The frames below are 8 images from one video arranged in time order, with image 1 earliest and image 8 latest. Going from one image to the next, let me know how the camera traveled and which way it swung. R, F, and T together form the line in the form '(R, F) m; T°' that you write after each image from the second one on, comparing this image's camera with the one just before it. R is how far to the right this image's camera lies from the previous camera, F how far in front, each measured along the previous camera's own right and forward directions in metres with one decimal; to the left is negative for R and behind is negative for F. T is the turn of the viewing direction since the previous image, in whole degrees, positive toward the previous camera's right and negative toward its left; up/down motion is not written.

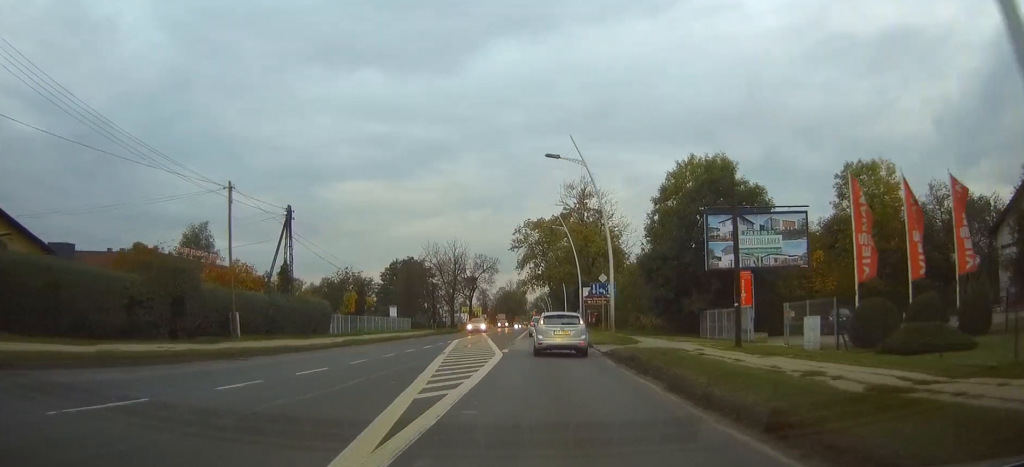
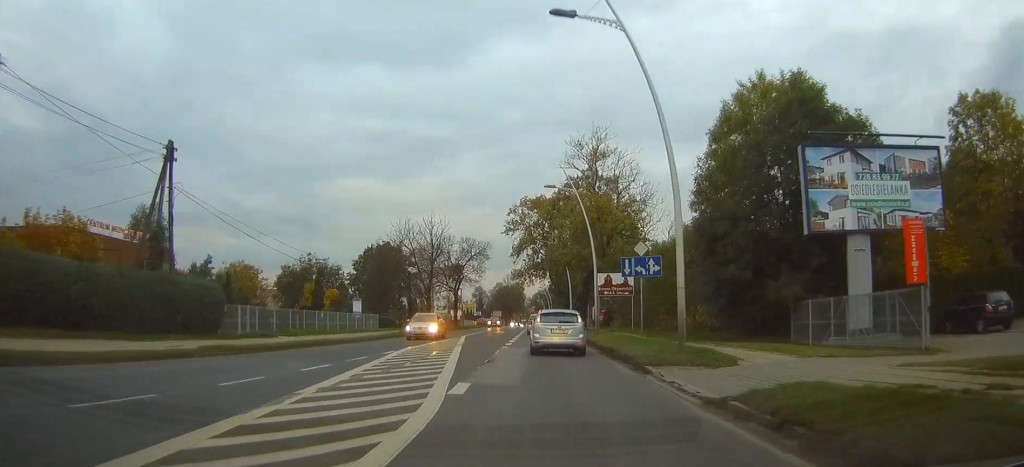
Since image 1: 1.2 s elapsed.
(+0.1, +15.3) m; +1°
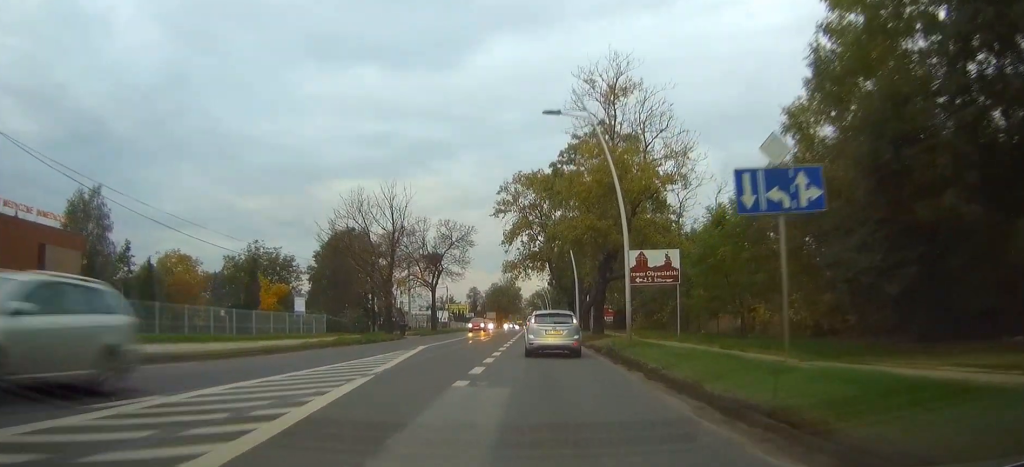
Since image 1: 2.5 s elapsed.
(+0.2, +15.2) m; 0°
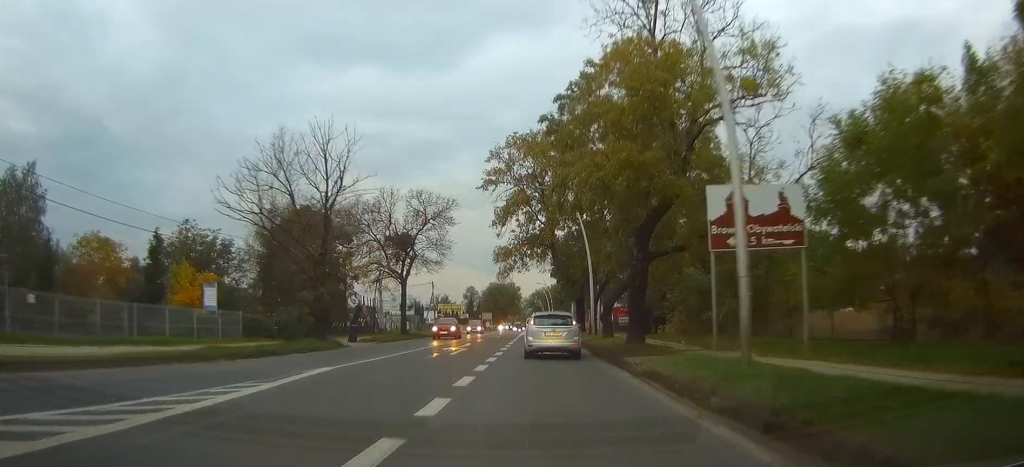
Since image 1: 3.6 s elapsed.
(0.0, +14.1) m; 0°
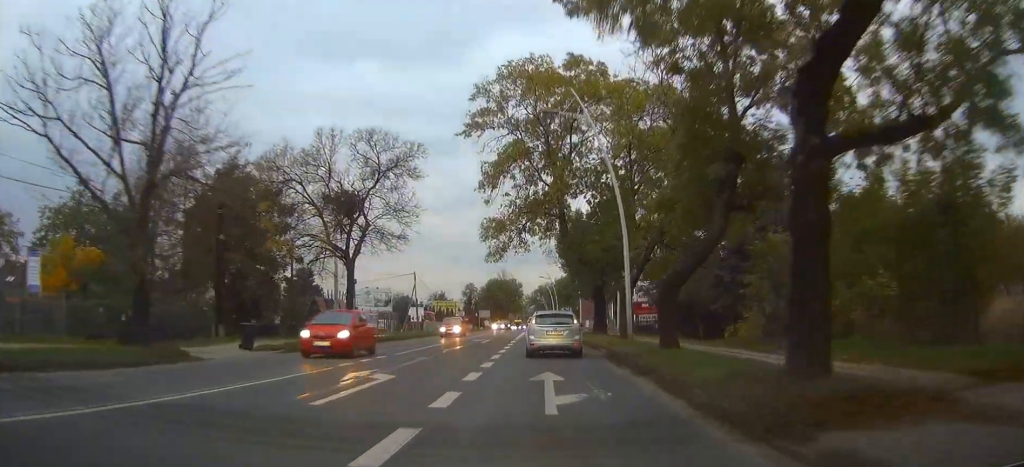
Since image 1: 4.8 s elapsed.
(0.0, +14.4) m; 0°
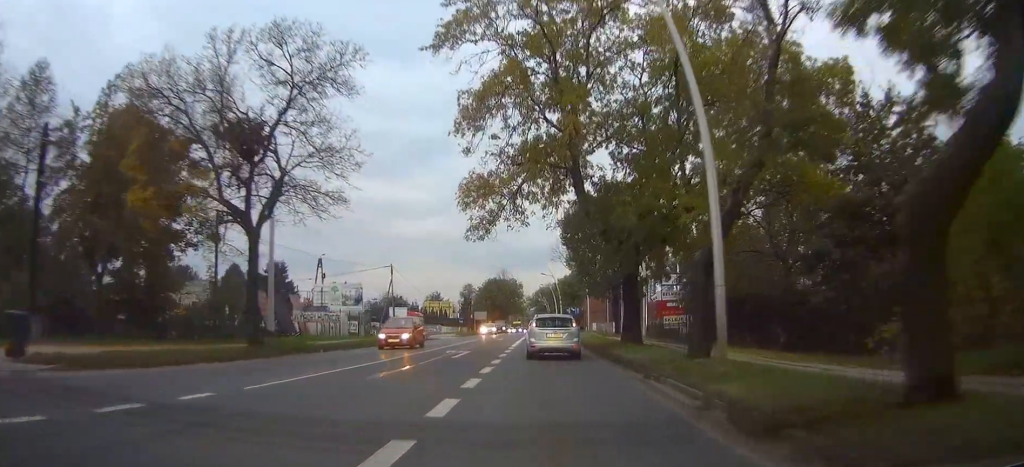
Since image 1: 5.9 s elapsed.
(+0.1, +12.7) m; 0°
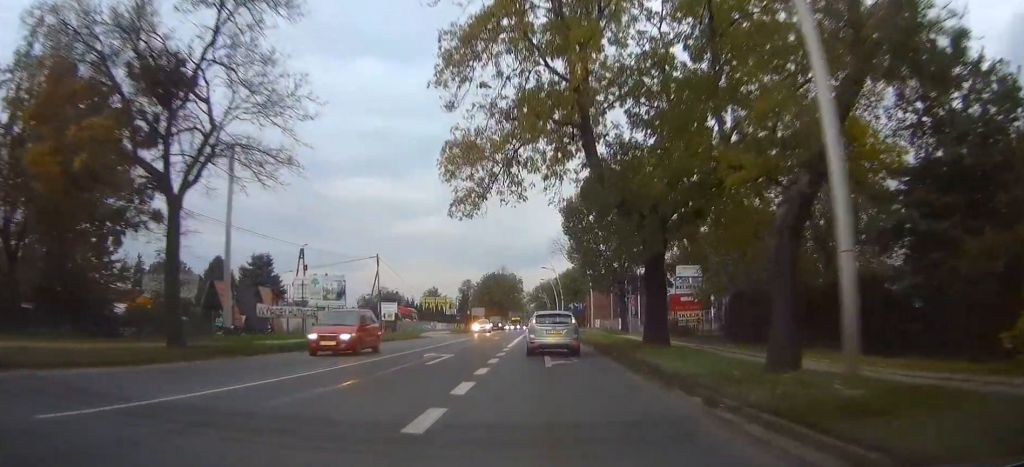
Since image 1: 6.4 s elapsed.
(0.0, +5.6) m; 0°
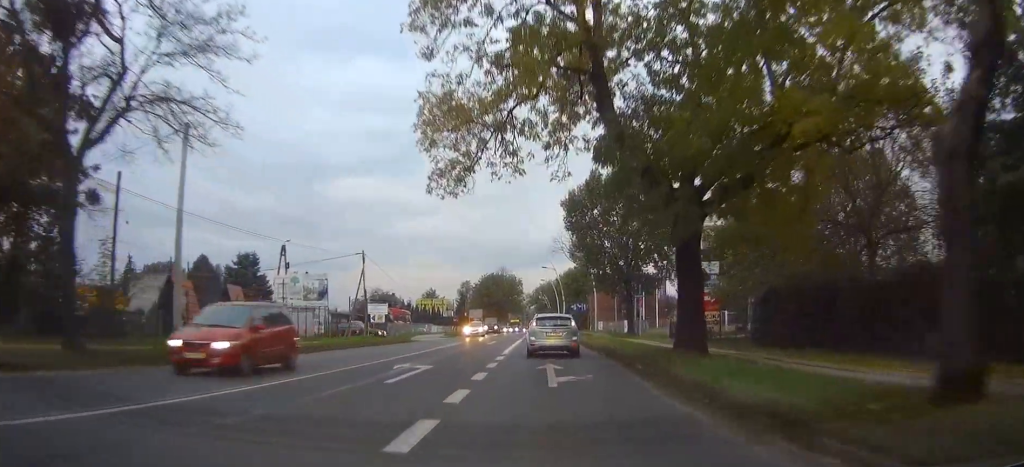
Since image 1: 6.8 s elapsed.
(0.0, +4.8) m; 0°
